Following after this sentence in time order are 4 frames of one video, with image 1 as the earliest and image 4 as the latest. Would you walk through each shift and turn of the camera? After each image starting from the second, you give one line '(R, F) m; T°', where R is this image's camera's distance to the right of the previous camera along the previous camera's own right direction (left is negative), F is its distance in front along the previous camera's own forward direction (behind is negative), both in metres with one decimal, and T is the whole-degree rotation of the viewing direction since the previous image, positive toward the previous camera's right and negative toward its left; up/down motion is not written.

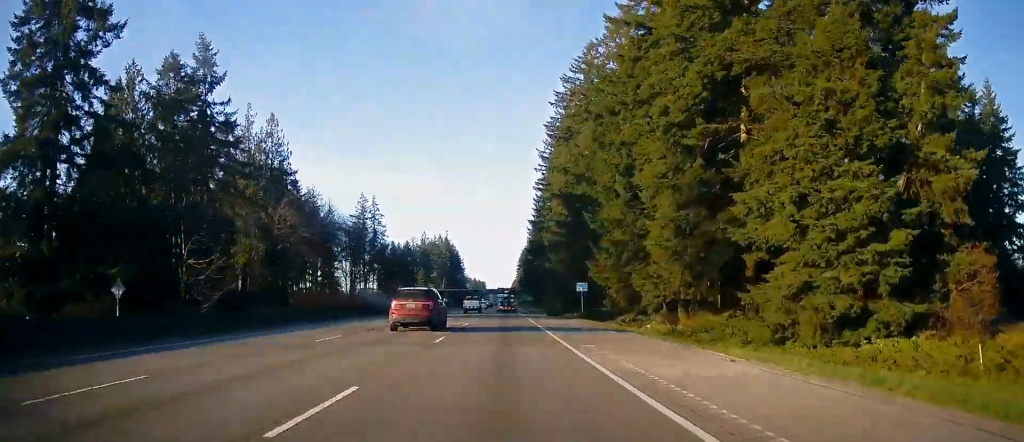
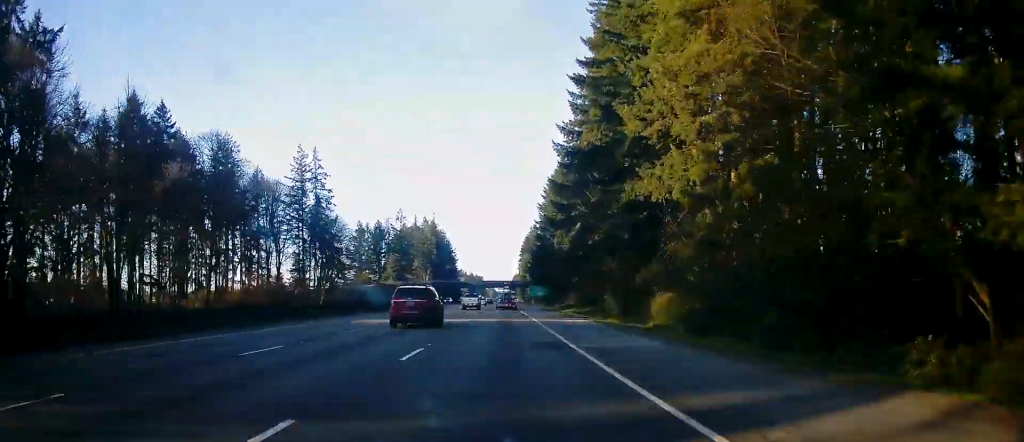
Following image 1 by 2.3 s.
(+0.4, +75.6) m; +1°
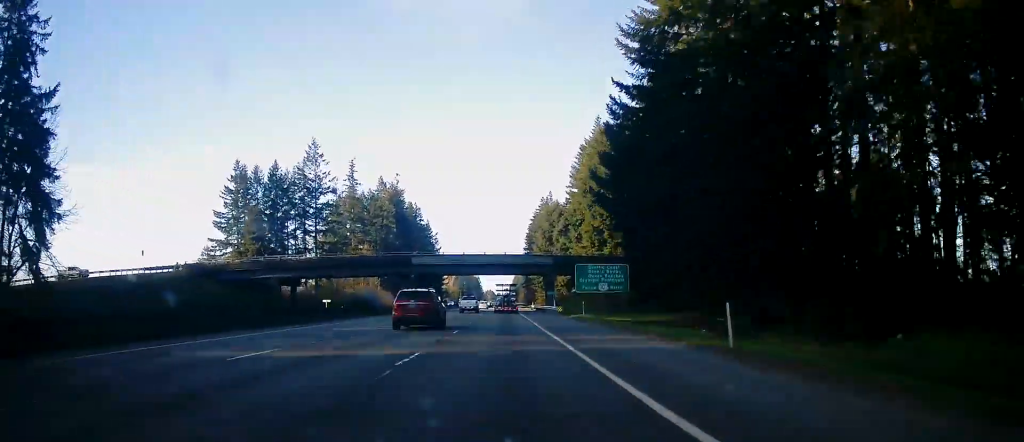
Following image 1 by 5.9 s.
(-0.9, +119.9) m; -1°
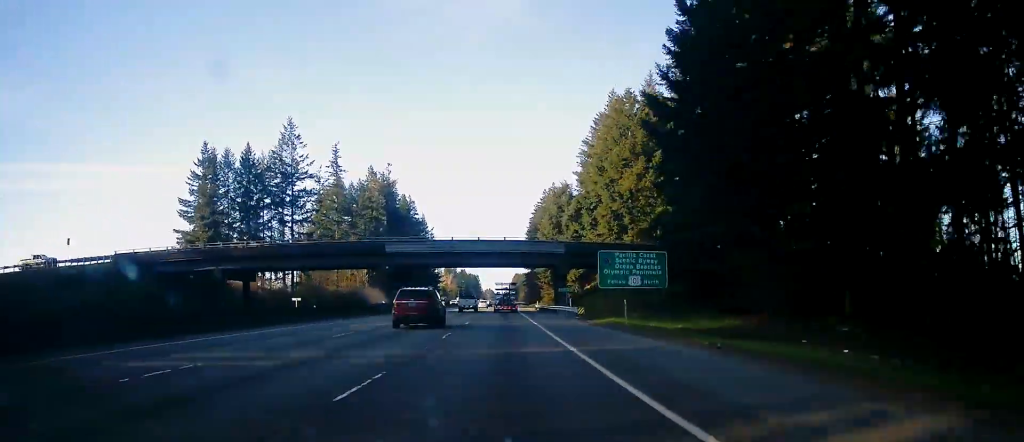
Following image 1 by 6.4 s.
(-0.1, +16.2) m; 0°
